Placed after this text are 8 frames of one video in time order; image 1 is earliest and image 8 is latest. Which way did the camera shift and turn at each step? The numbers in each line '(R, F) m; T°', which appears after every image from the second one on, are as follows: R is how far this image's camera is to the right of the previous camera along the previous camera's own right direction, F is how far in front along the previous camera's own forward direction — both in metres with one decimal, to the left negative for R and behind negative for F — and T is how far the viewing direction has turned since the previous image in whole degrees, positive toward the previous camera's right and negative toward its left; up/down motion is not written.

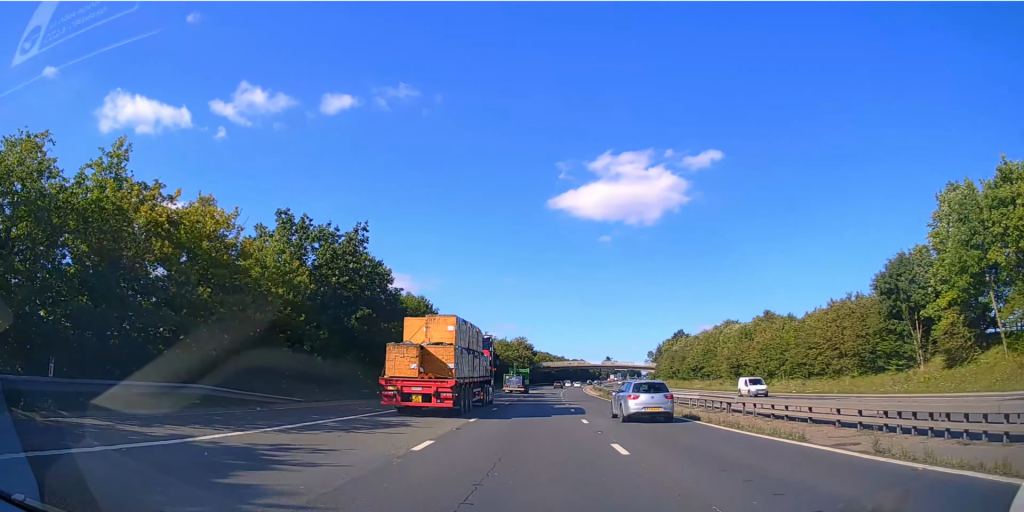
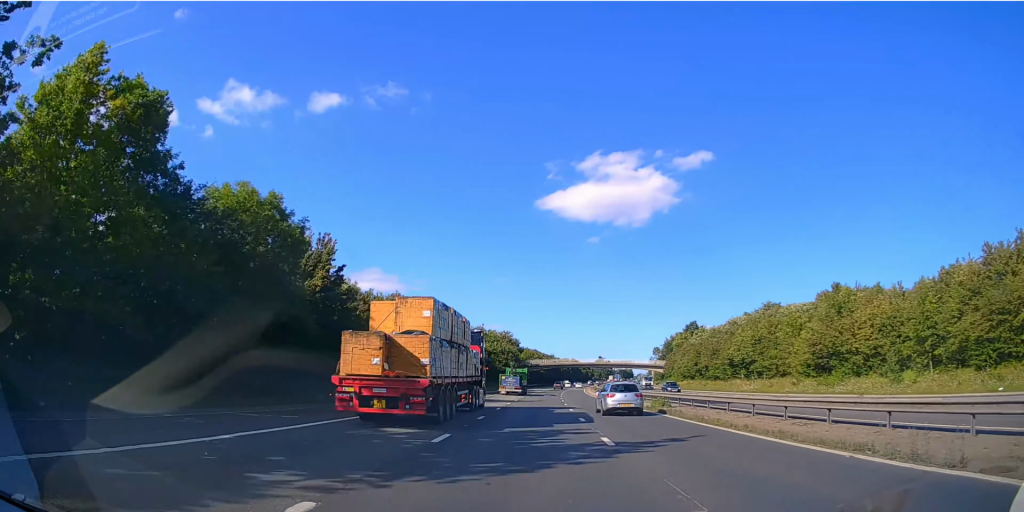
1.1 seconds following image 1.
(+0.4, +33.8) m; +1°
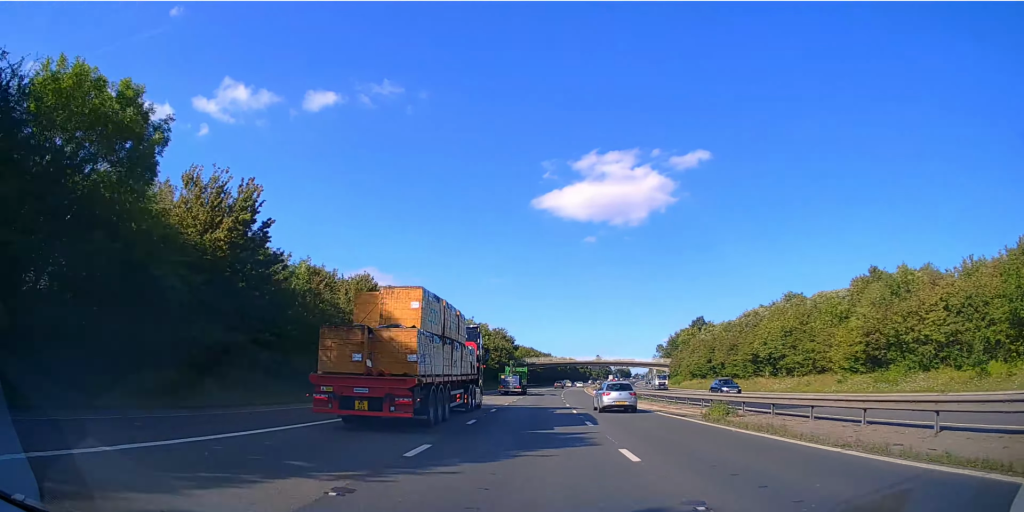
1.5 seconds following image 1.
(+0.1, +12.1) m; 0°
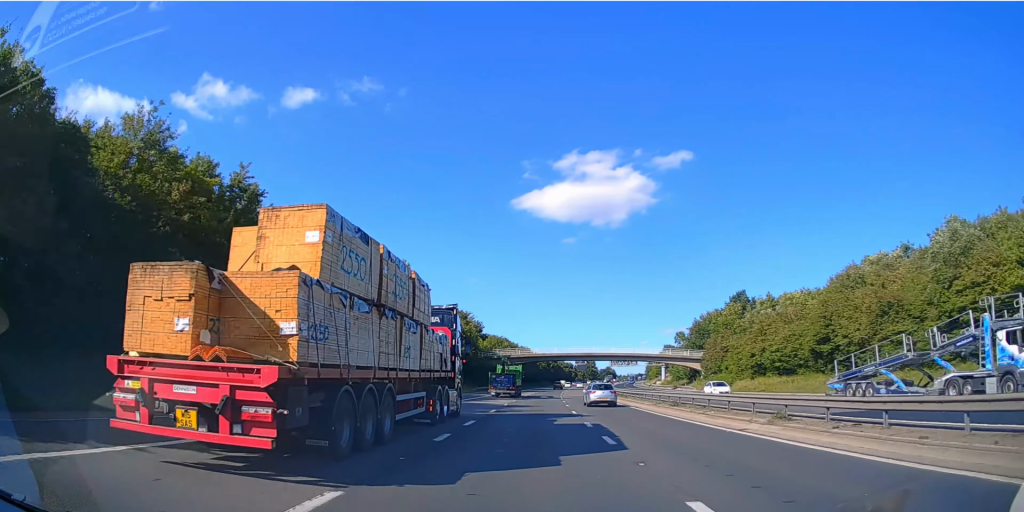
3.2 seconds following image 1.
(+0.7, +51.1) m; +2°
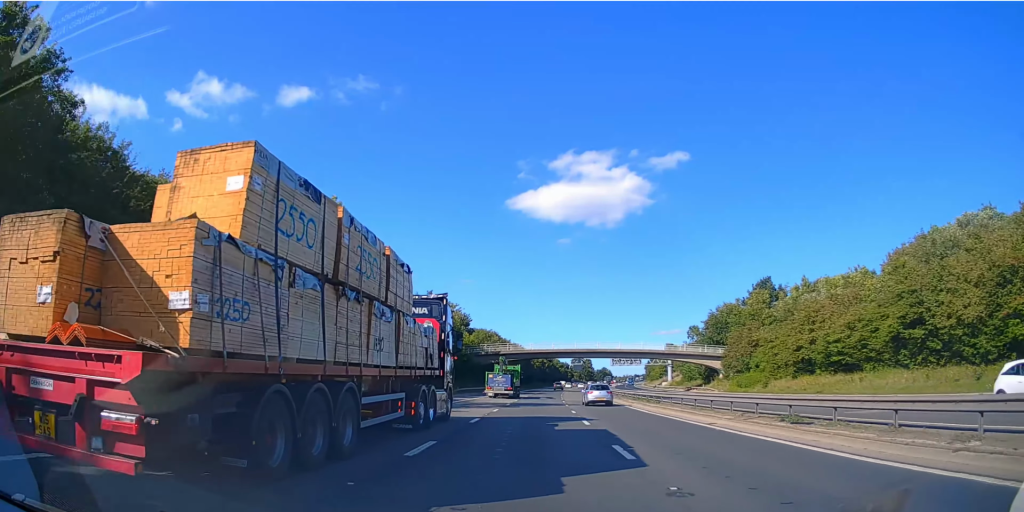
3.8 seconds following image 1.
(+0.2, +17.9) m; +1°
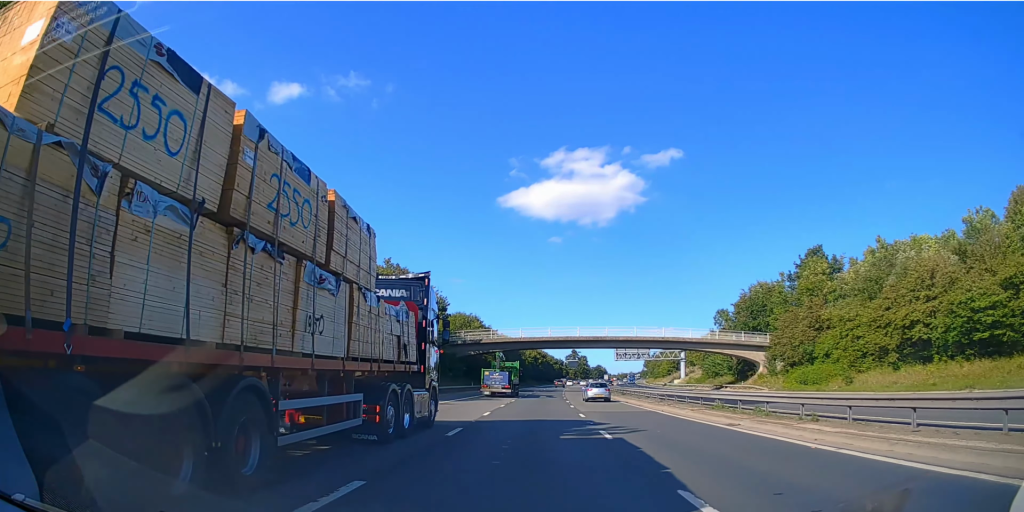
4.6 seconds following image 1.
(+0.3, +26.0) m; +1°
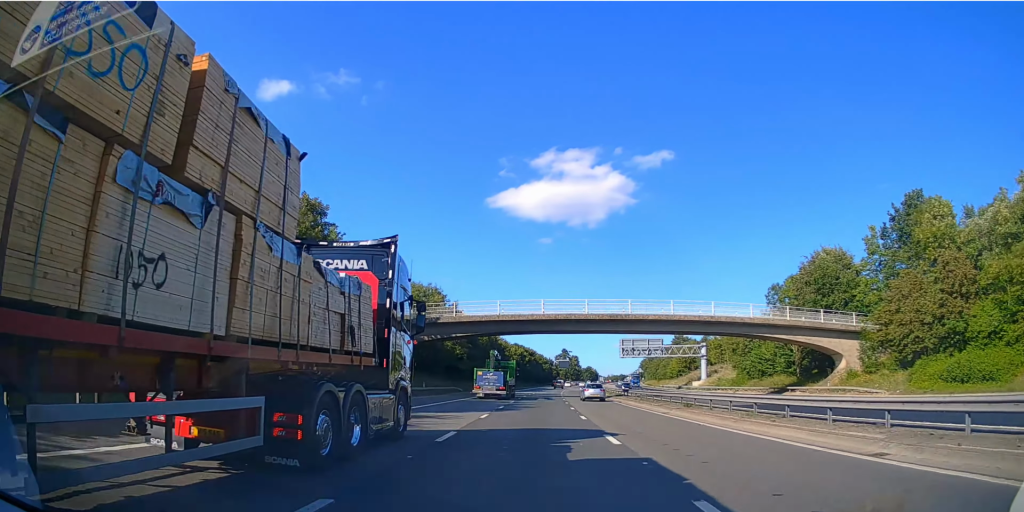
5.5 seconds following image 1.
(+0.3, +33.1) m; +1°
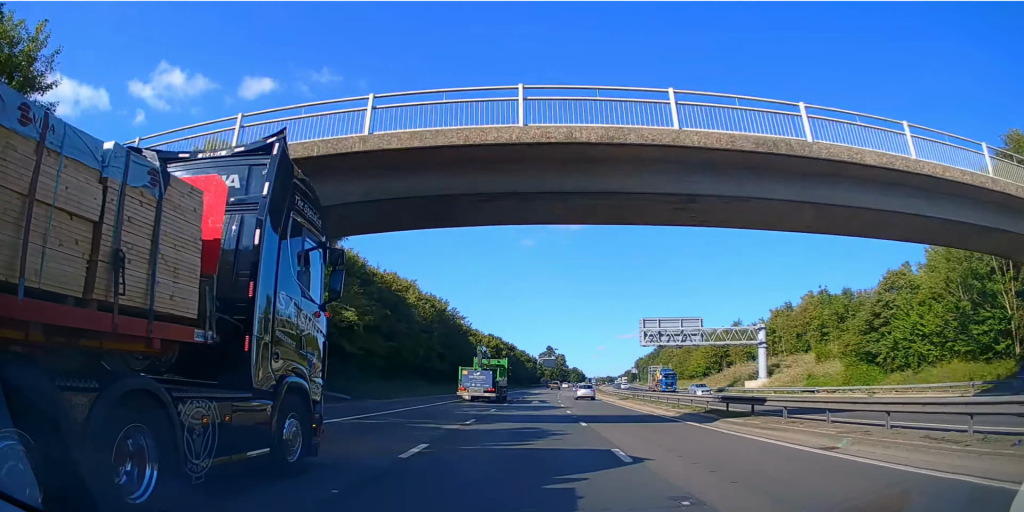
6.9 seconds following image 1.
(+0.7, +45.0) m; +2°
